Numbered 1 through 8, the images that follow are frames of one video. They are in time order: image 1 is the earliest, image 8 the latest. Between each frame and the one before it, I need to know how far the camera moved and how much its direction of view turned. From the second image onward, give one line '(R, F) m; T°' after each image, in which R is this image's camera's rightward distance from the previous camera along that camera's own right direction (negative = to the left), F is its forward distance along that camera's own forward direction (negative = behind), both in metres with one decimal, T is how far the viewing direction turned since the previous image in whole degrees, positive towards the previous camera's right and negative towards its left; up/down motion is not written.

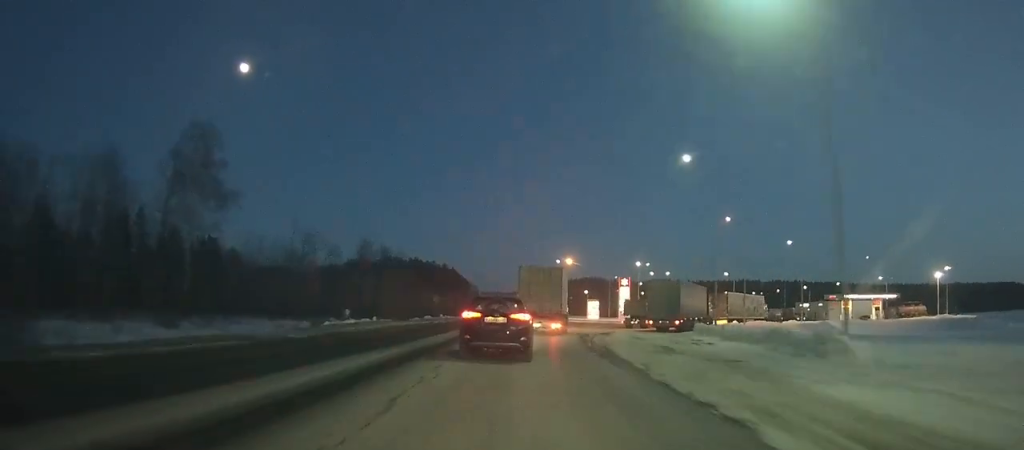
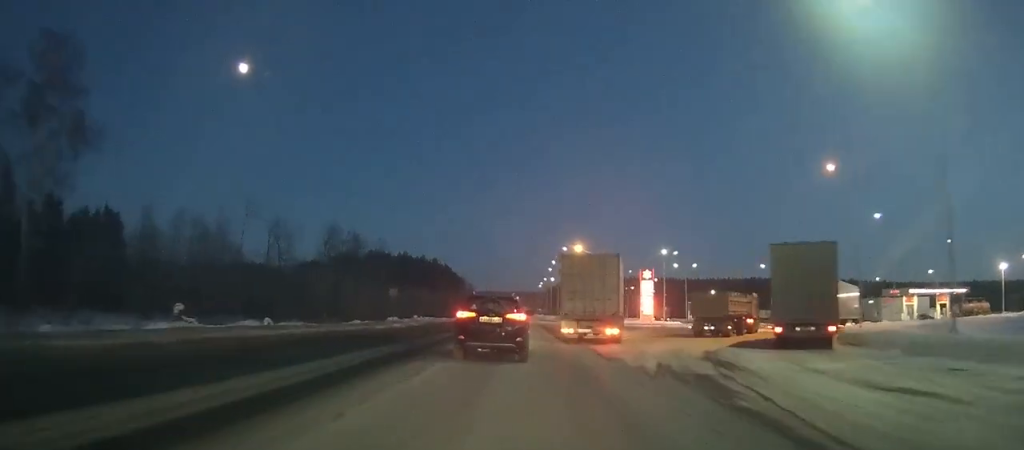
(+0.7, +27.9) m; +2°
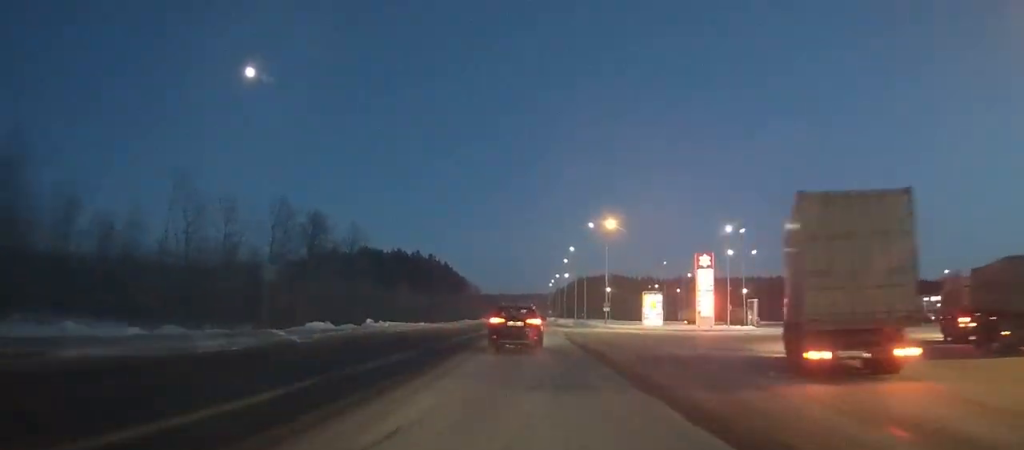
(+0.3, +32.1) m; 0°
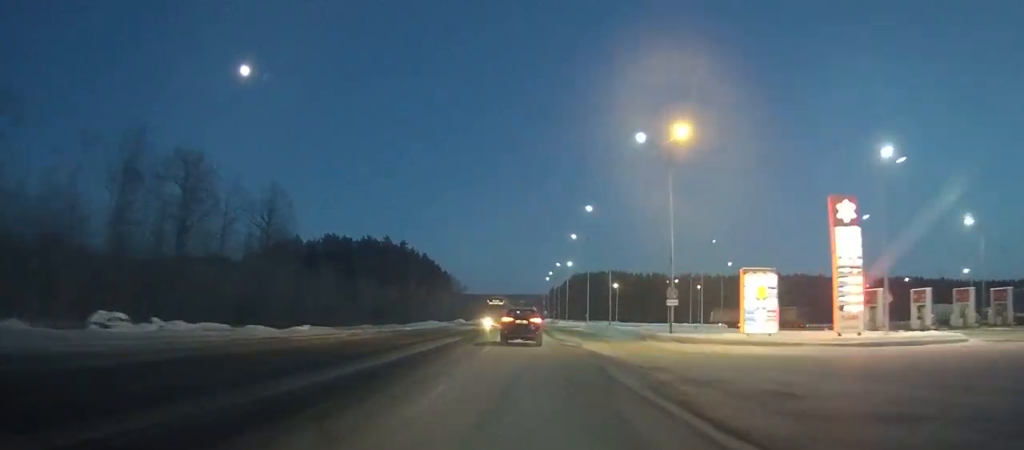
(-0.3, +33.8) m; 0°
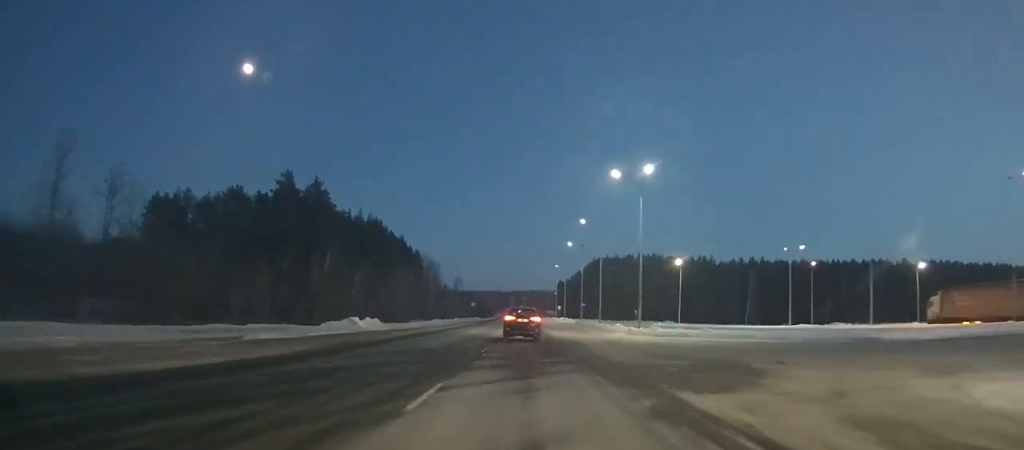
(0.0, +67.7) m; 0°
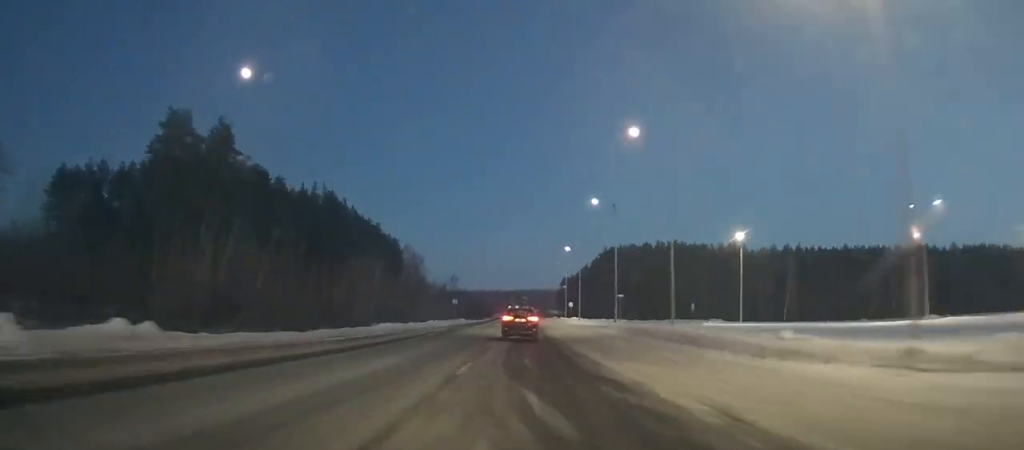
(0.0, +29.5) m; 0°
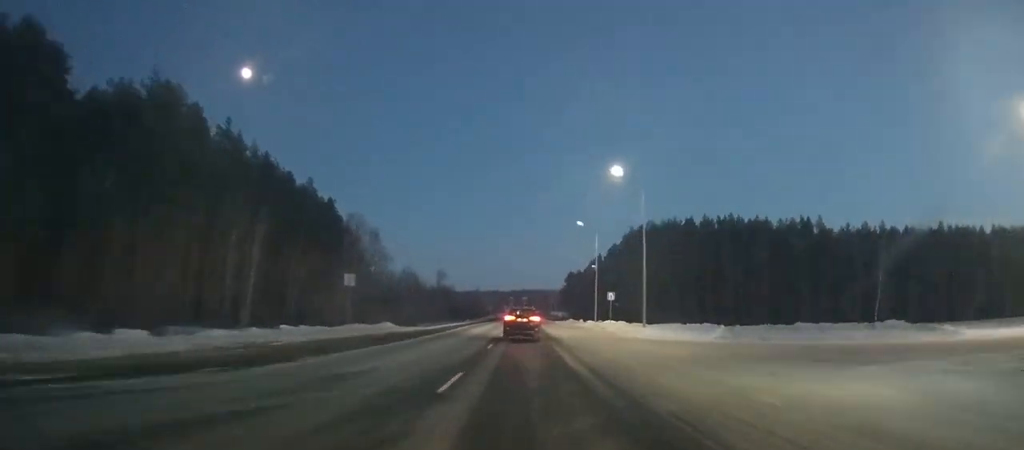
(-0.1, +50.4) m; 0°
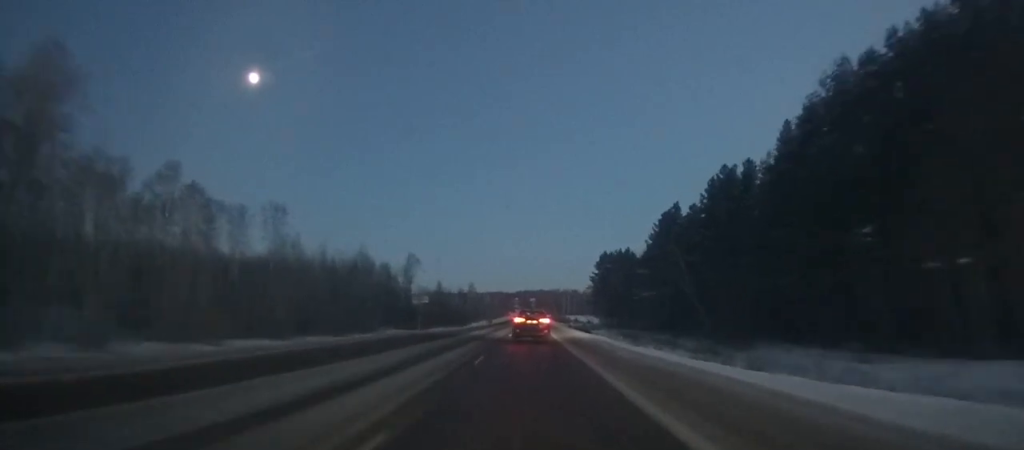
(-0.3, +102.8) m; 0°
